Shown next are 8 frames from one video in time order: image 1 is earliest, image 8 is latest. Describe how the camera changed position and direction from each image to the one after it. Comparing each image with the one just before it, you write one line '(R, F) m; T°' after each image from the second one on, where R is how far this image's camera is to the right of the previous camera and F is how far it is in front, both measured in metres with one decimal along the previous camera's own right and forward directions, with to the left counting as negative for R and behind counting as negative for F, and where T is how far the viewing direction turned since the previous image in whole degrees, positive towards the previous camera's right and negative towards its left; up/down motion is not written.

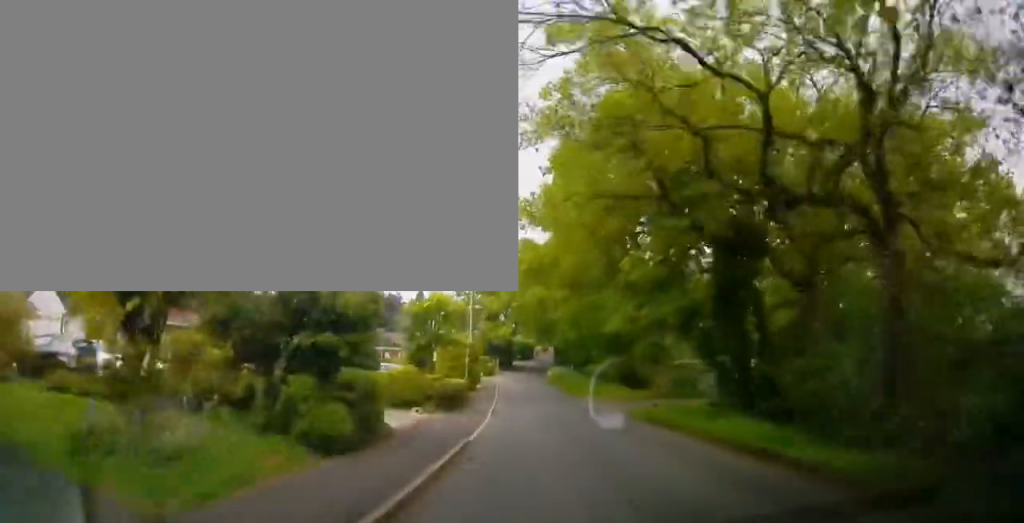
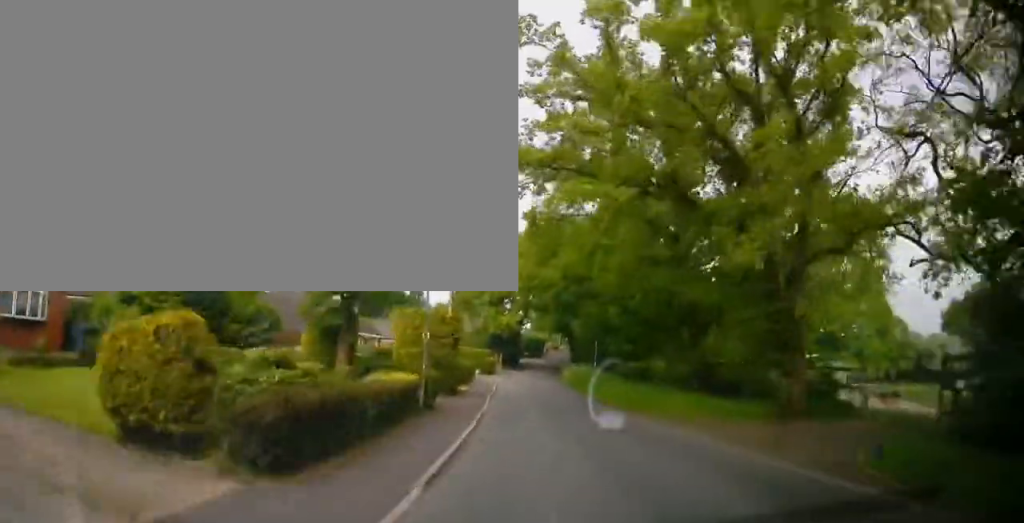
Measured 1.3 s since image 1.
(-0.6, +16.7) m; -4°
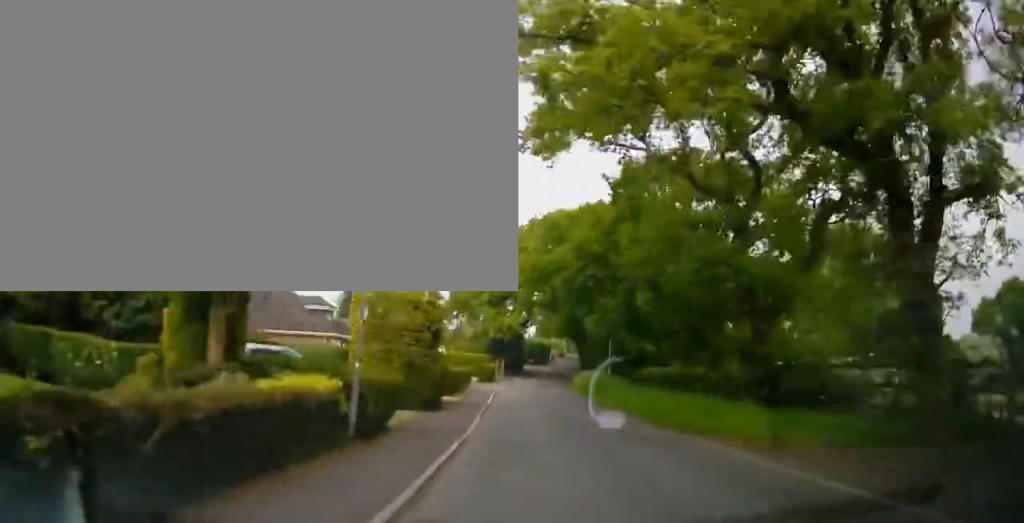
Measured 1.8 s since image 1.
(0.0, +6.8) m; +1°
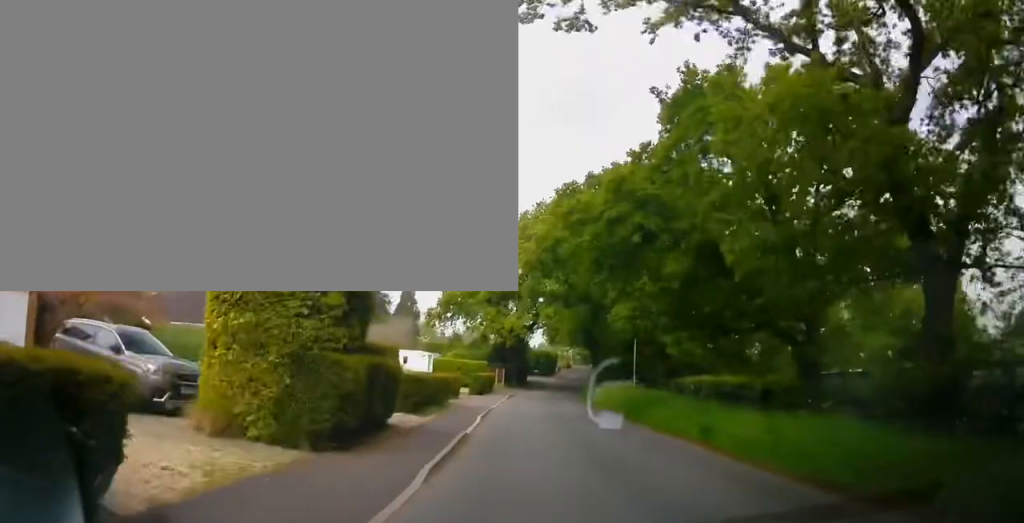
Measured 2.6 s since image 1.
(+0.1, +10.1) m; +5°
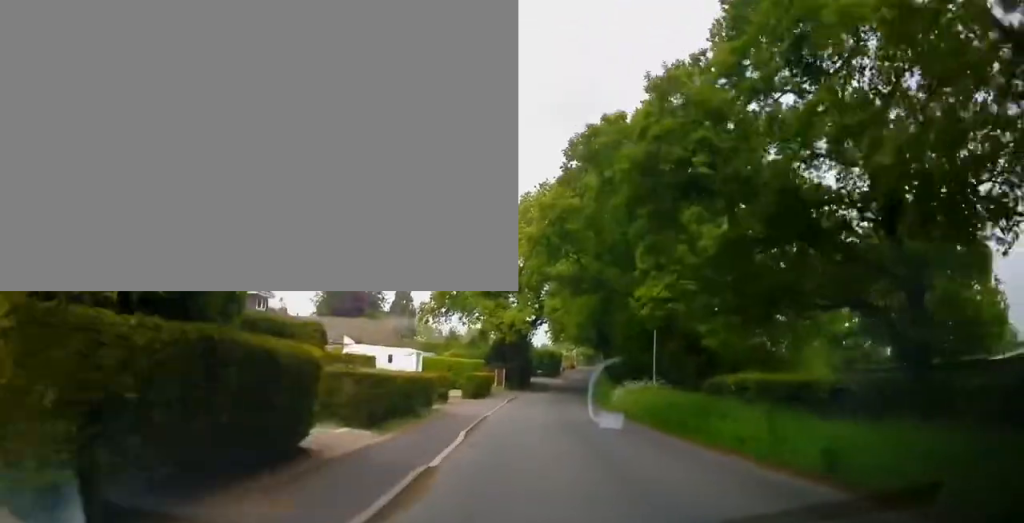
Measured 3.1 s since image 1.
(-0.1, +5.4) m; +5°
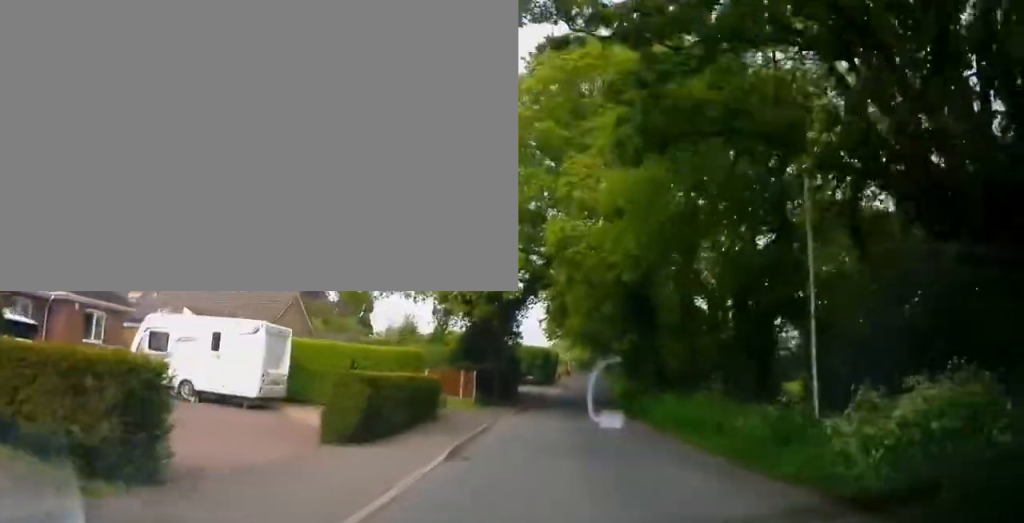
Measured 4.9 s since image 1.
(-1.3, +20.5) m; -17°
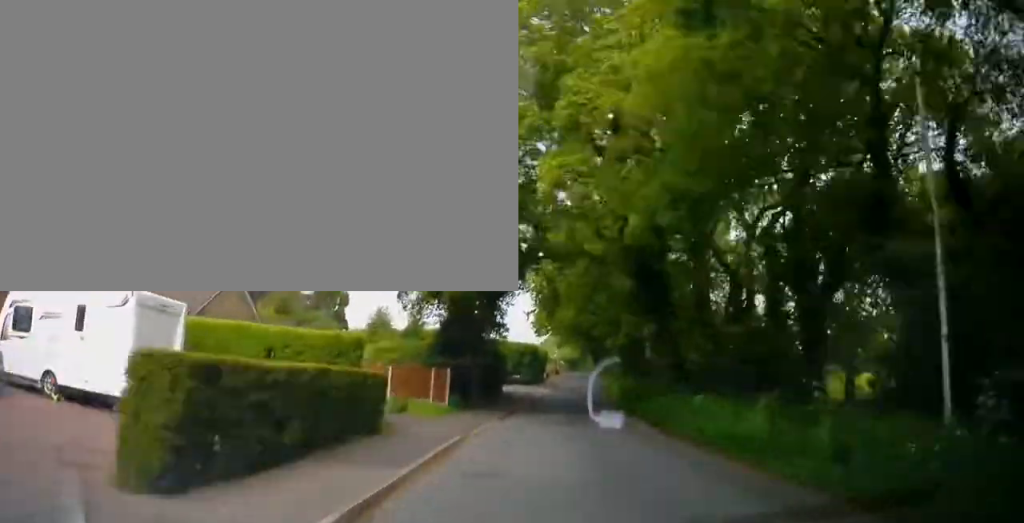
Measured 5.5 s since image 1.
(-1.5, +5.5) m; -2°
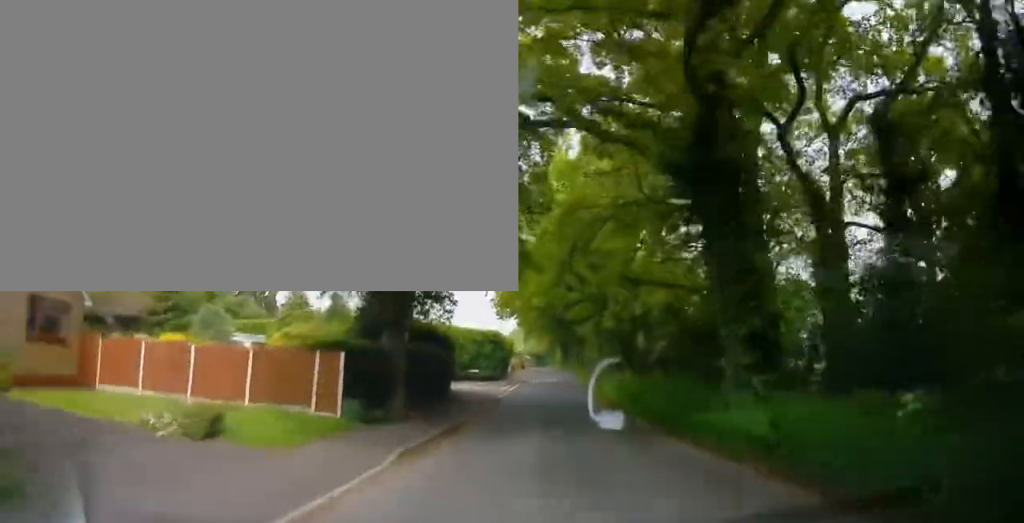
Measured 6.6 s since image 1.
(+3.2, +9.5) m; +25°
